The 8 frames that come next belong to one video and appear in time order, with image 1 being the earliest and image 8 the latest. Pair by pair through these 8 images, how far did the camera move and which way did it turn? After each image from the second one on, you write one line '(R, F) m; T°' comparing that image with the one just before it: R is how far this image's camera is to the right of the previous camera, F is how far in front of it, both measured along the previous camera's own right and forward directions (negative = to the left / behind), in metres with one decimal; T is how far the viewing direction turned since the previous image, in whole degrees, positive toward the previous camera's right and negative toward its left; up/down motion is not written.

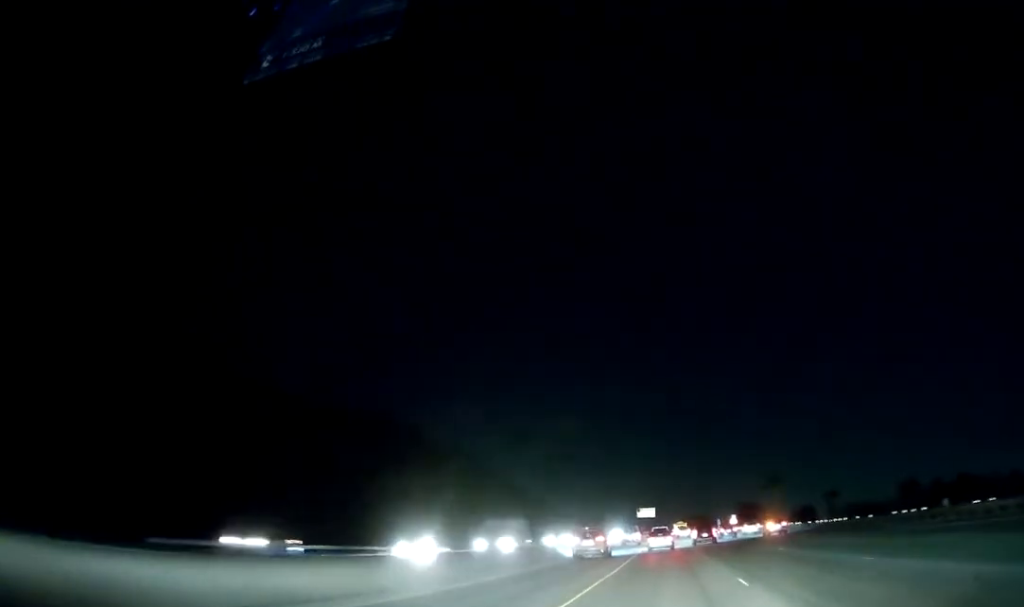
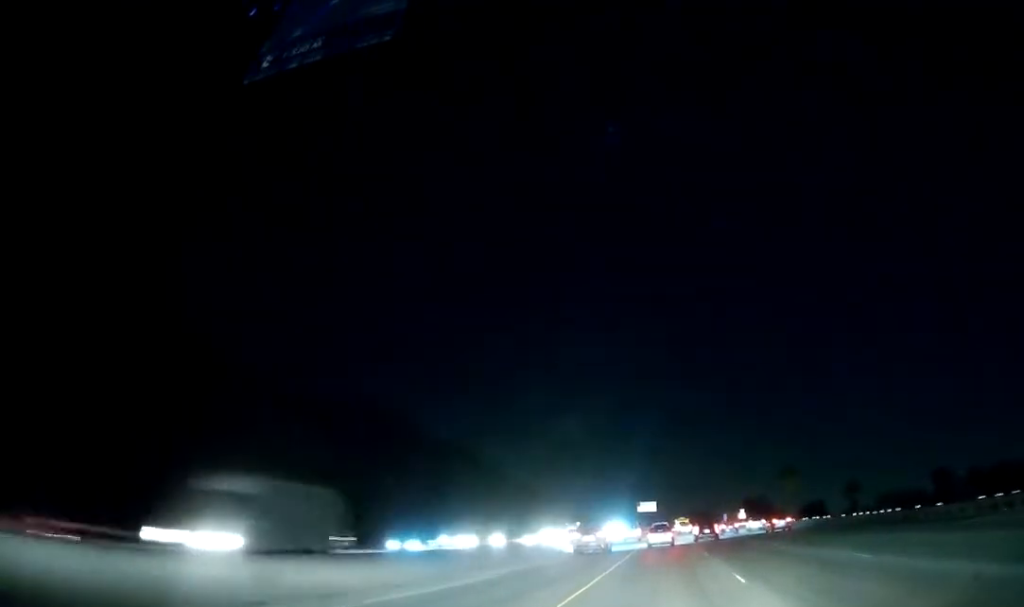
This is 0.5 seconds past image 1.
(0.0, +14.6) m; 0°
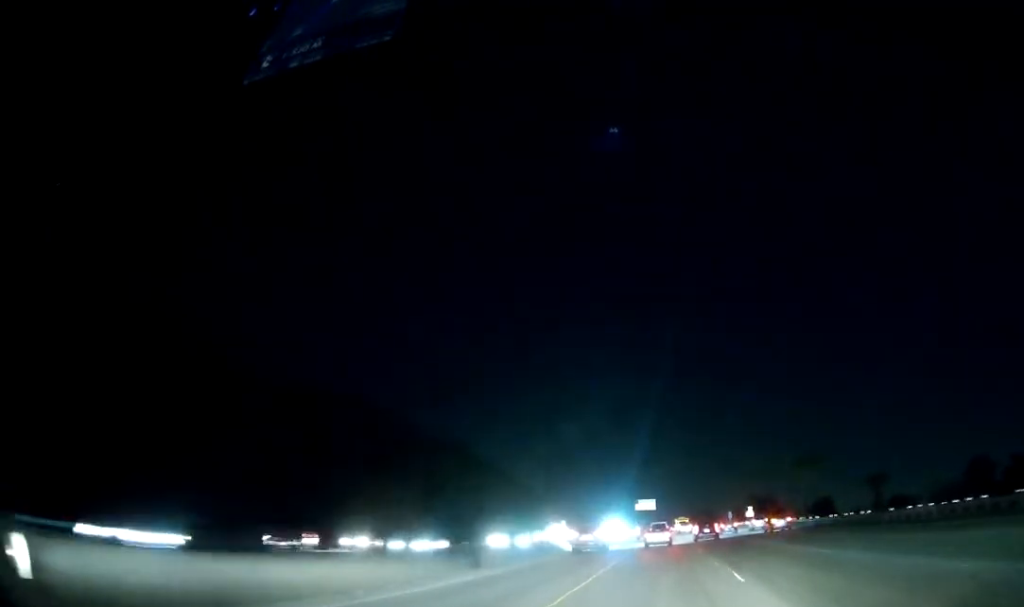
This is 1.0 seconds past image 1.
(-0.2, +15.4) m; 0°
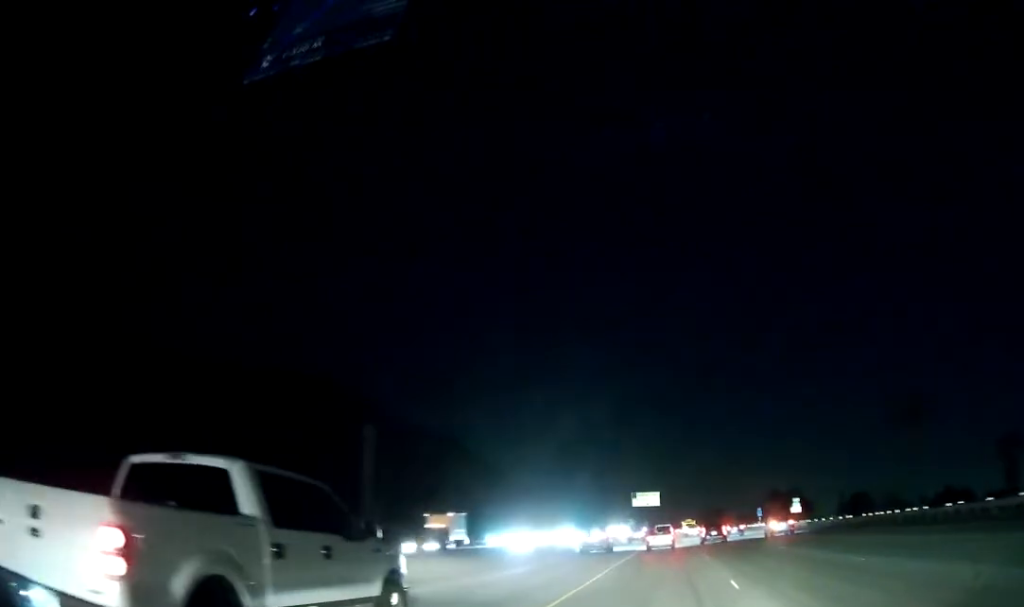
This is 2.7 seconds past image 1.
(-0.2, +44.9) m; -1°
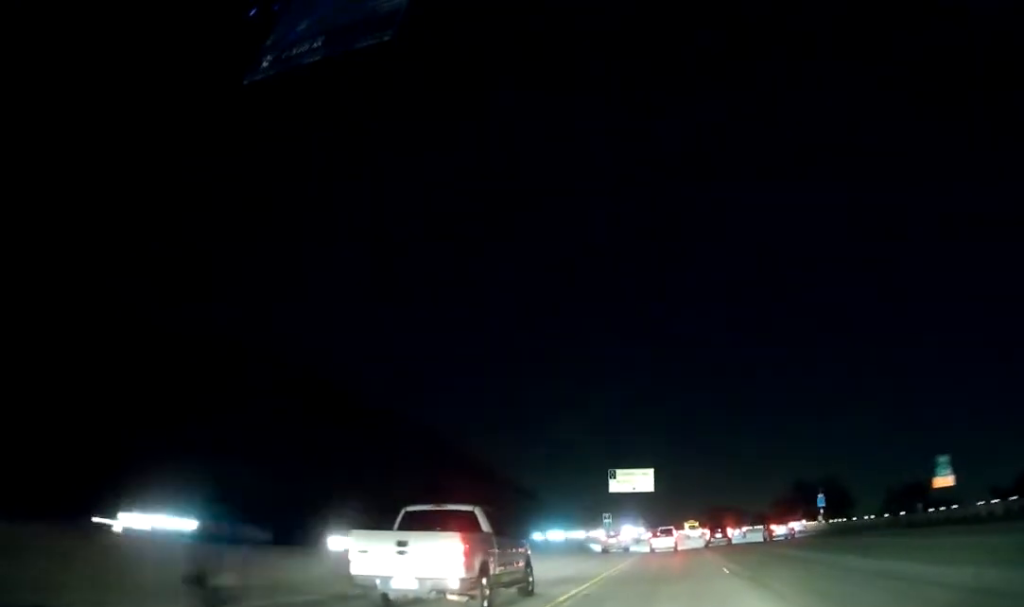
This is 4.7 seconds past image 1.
(-0.3, +52.8) m; 0°
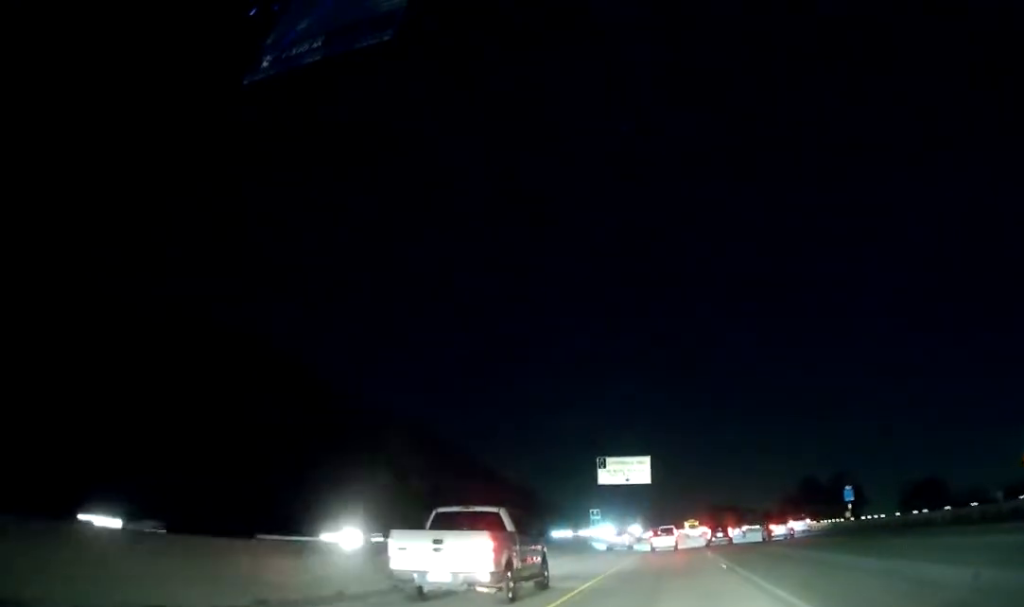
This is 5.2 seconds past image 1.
(+0.1, +11.9) m; 0°
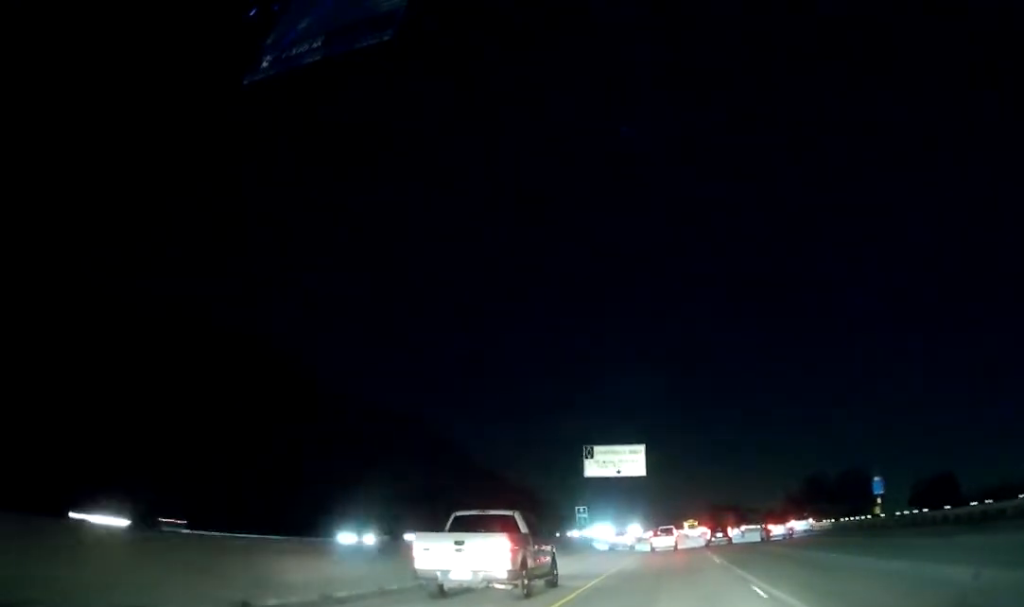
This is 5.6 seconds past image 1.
(0.0, +10.2) m; 0°
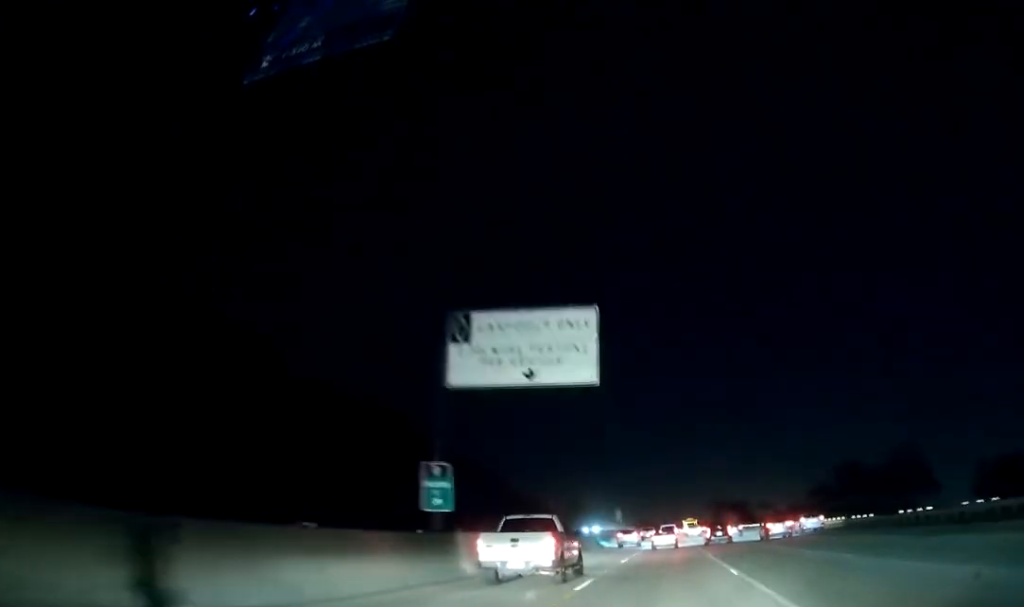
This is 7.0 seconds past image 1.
(0.0, +35.8) m; 0°
